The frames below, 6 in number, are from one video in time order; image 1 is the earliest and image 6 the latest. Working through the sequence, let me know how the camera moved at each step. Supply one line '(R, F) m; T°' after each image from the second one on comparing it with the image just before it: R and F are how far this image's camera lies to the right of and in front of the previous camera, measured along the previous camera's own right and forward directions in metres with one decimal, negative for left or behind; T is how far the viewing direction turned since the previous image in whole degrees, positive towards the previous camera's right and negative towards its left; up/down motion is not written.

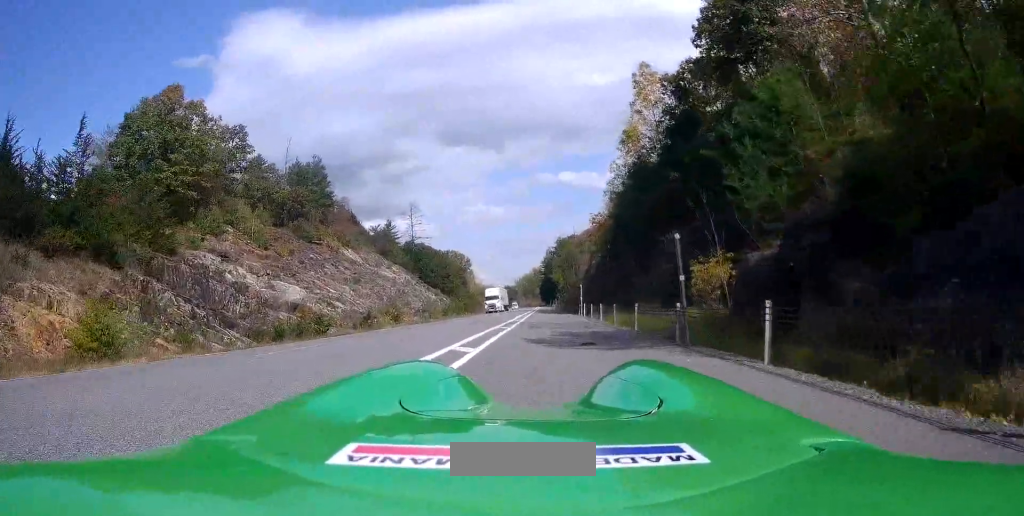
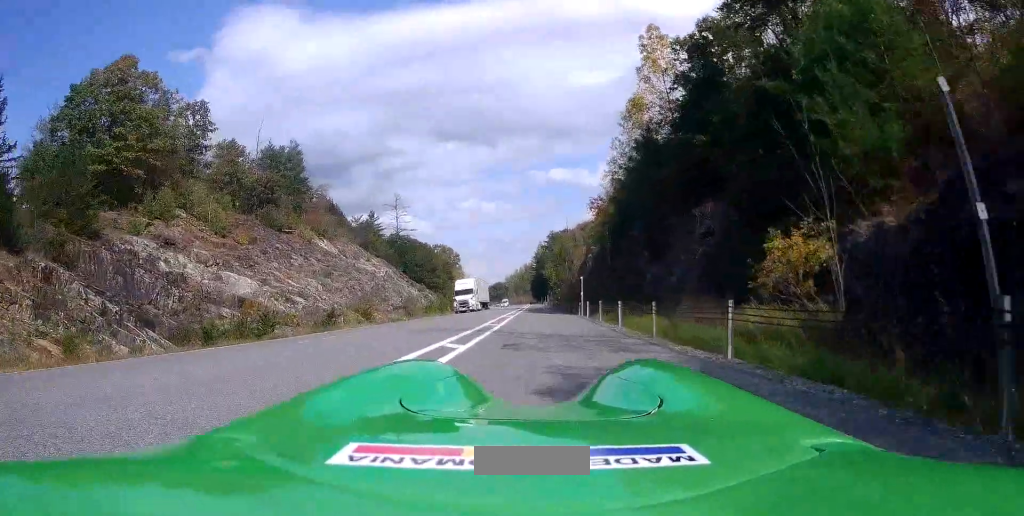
(0.0, +8.7) m; +1°
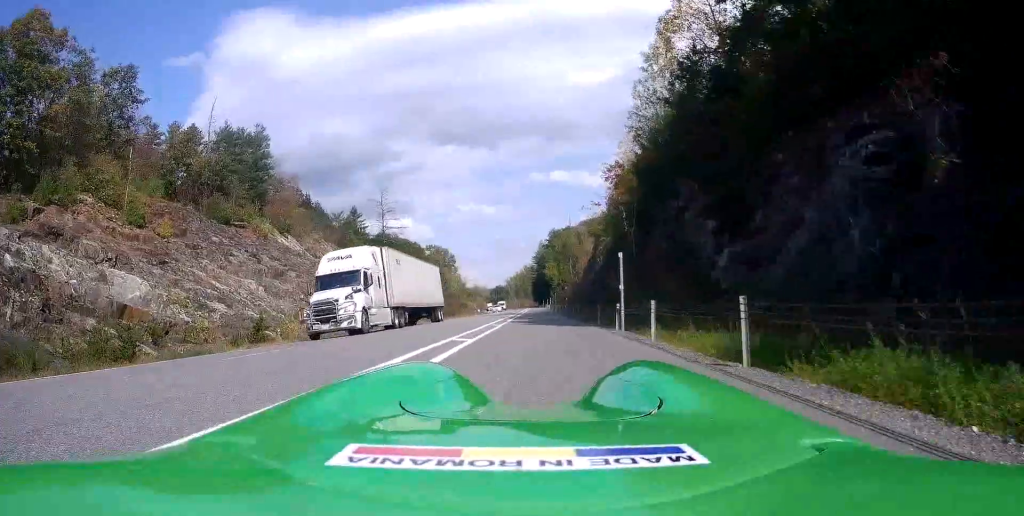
(+0.3, +16.1) m; +1°
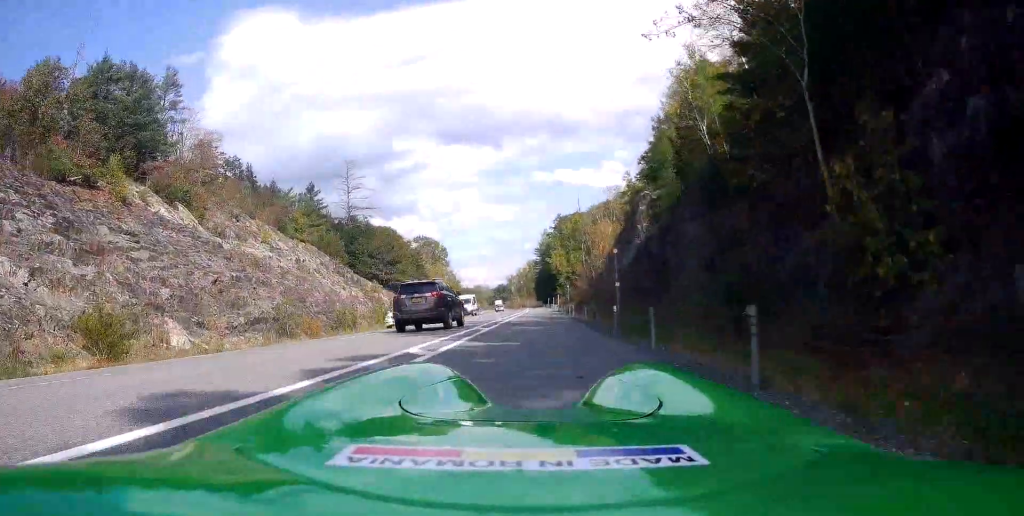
(+0.6, +30.3) m; +3°
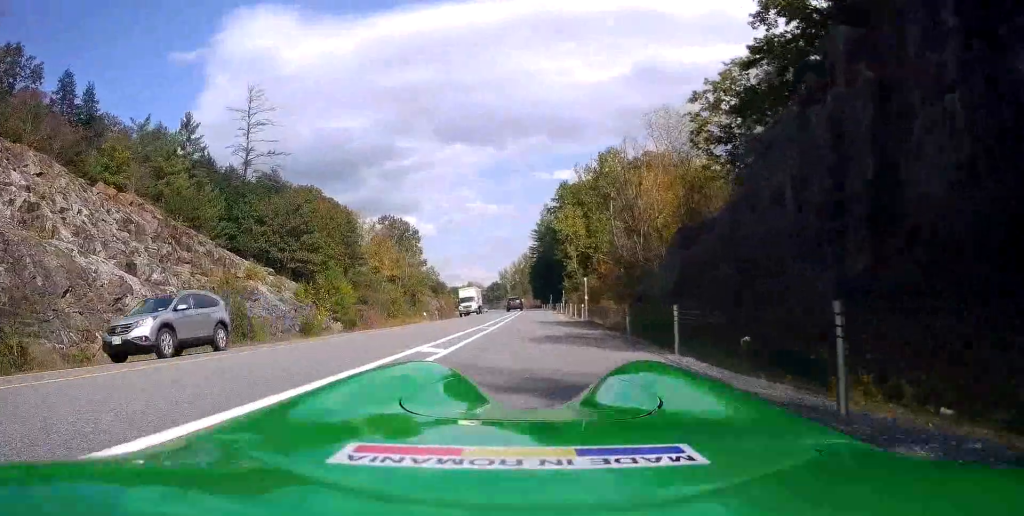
(-2.2, +46.1) m; -4°
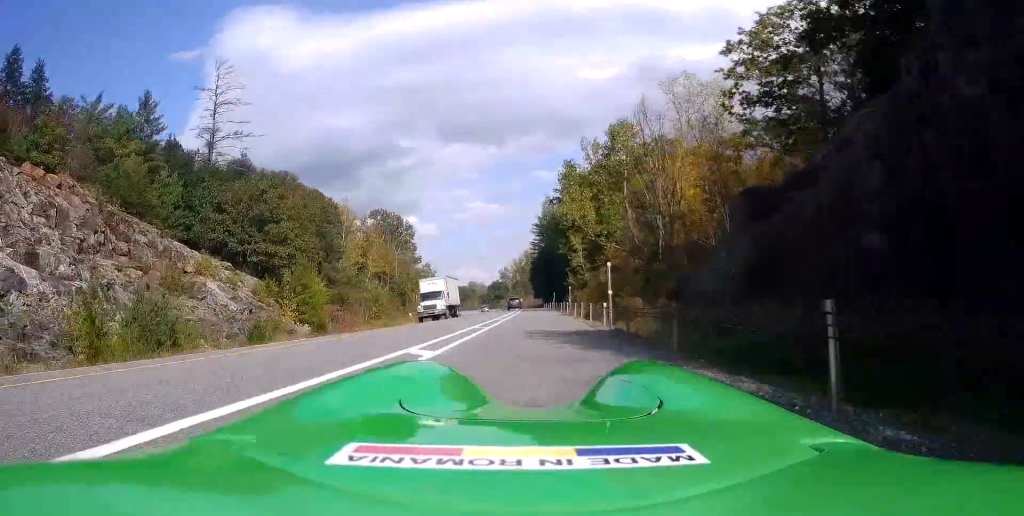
(-0.1, +10.1) m; 0°
